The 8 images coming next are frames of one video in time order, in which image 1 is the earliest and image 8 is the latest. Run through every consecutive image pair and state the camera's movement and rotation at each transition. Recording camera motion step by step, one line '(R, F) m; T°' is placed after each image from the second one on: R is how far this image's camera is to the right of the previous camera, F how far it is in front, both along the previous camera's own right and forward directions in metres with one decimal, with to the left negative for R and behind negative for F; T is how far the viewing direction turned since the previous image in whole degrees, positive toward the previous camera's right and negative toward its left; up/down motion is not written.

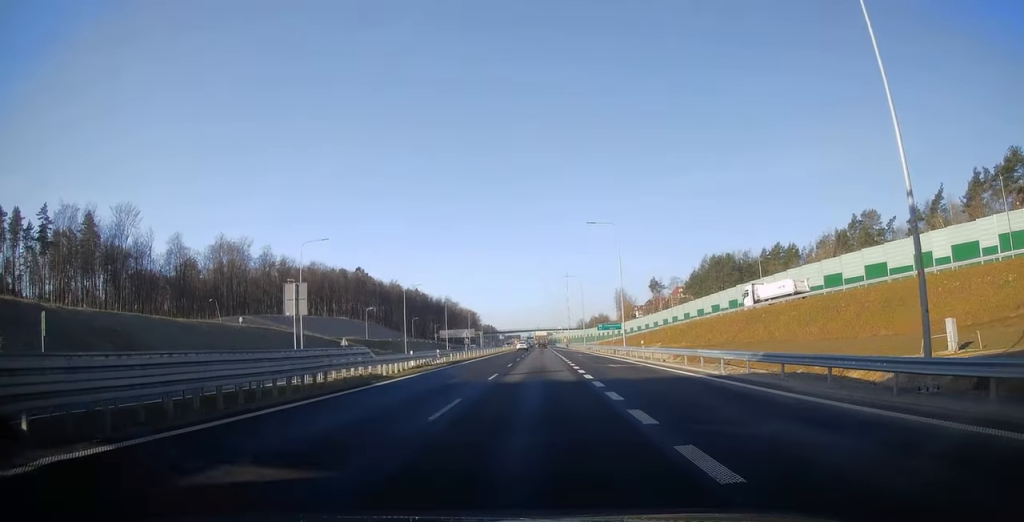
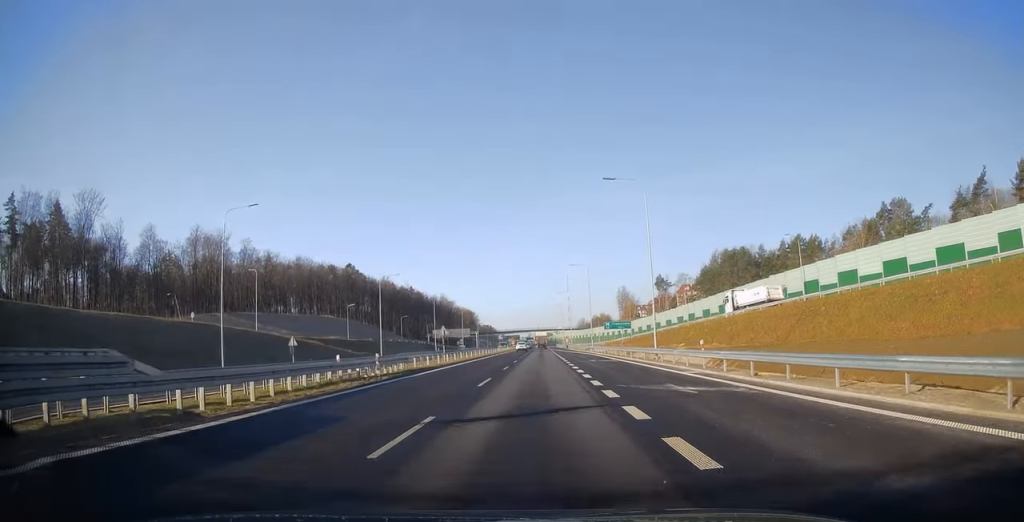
(0.0, +15.7) m; 0°
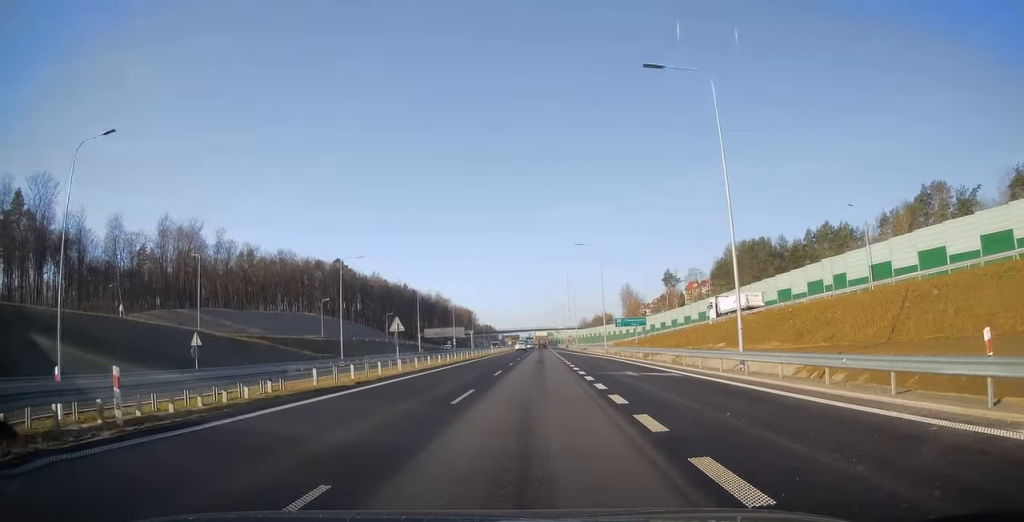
(+0.1, +17.8) m; 0°
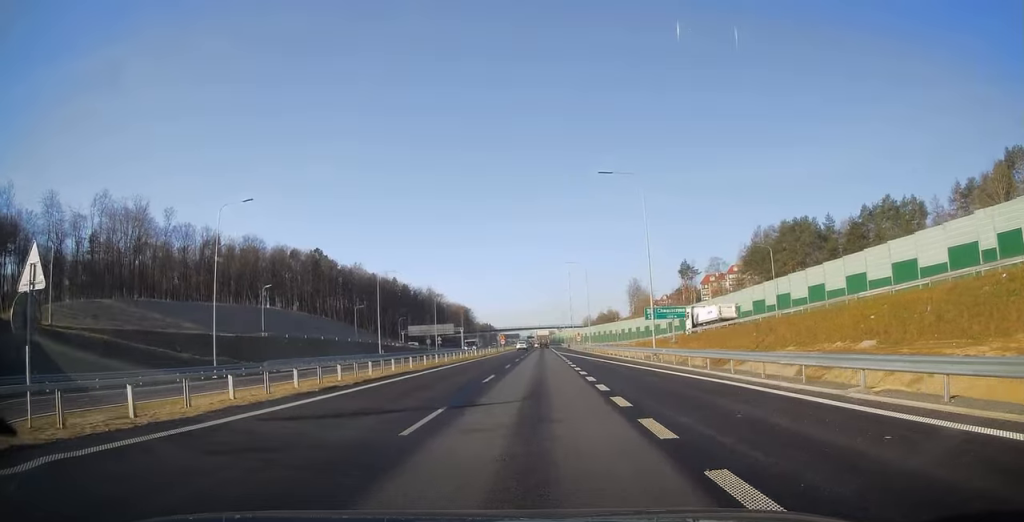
(-0.2, +29.5) m; 0°
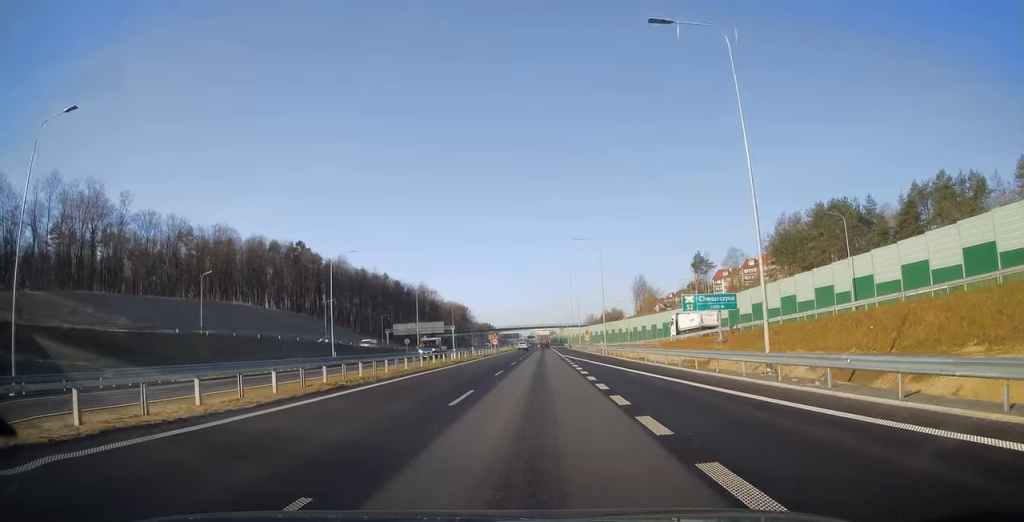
(+0.1, +20.2) m; 0°
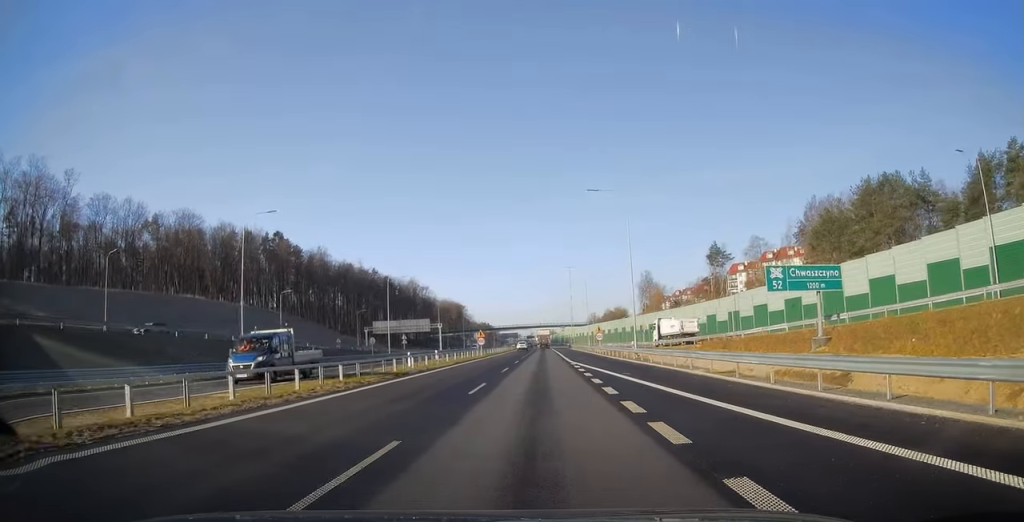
(0.0, +21.4) m; 0°
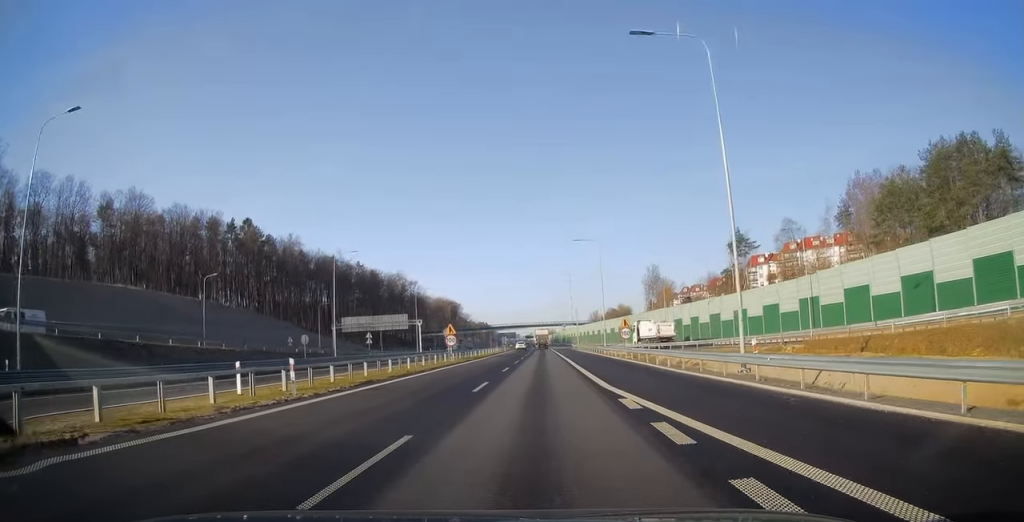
(0.0, +24.0) m; 0°
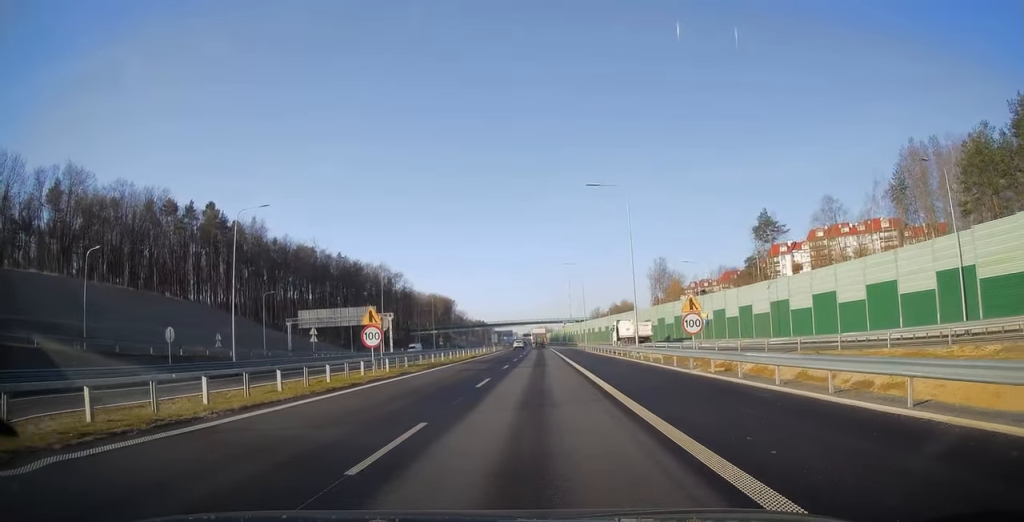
(+0.2, +23.0) m; 0°
